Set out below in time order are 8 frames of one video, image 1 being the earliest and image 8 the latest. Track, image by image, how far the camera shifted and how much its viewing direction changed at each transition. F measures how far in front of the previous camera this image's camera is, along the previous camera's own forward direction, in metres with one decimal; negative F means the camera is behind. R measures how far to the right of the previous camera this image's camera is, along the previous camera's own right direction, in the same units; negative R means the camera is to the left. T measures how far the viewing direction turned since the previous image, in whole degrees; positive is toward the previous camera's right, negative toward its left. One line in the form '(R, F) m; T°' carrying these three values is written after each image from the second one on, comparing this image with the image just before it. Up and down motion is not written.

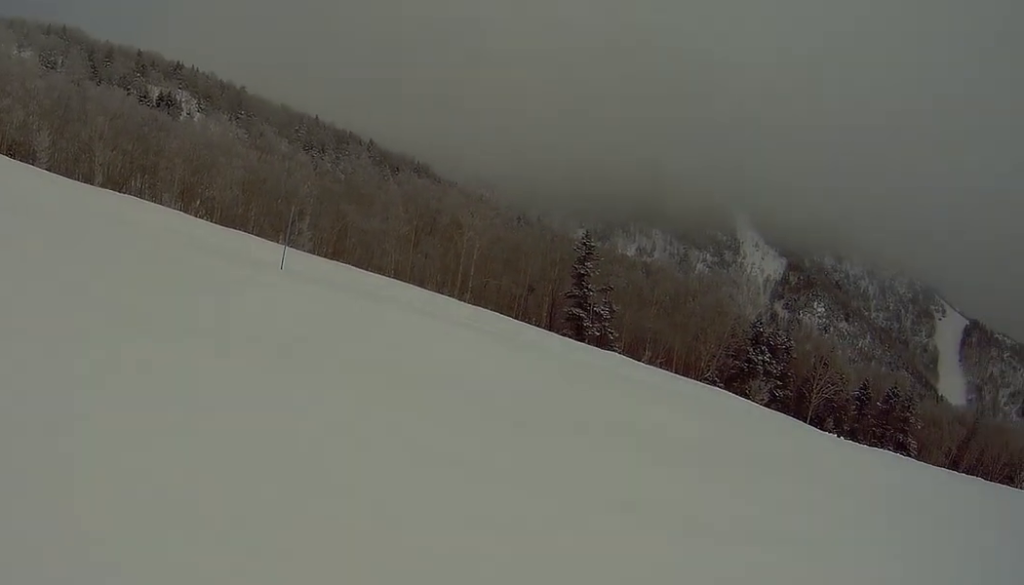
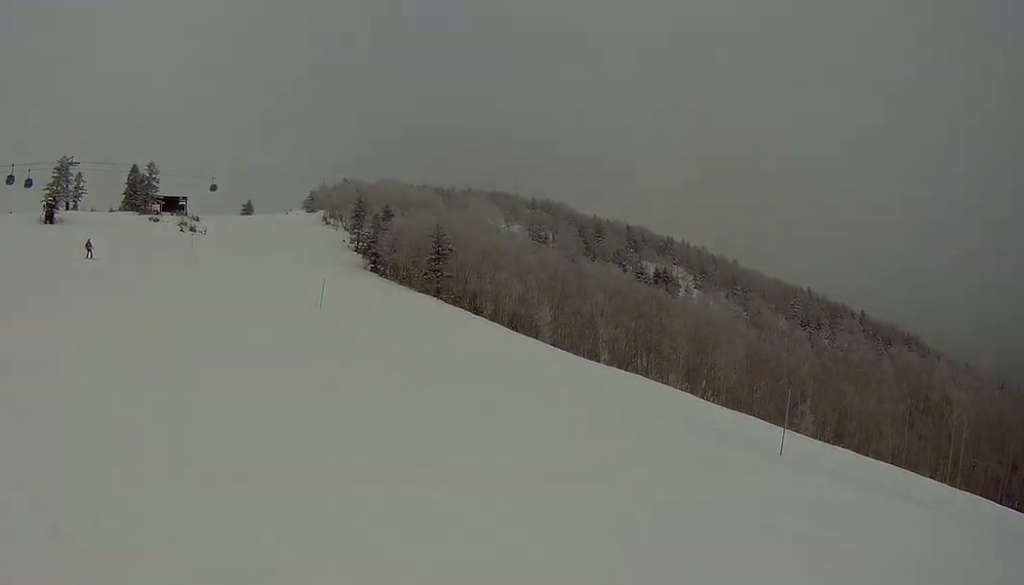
(-2.9, +5.9) m; -28°
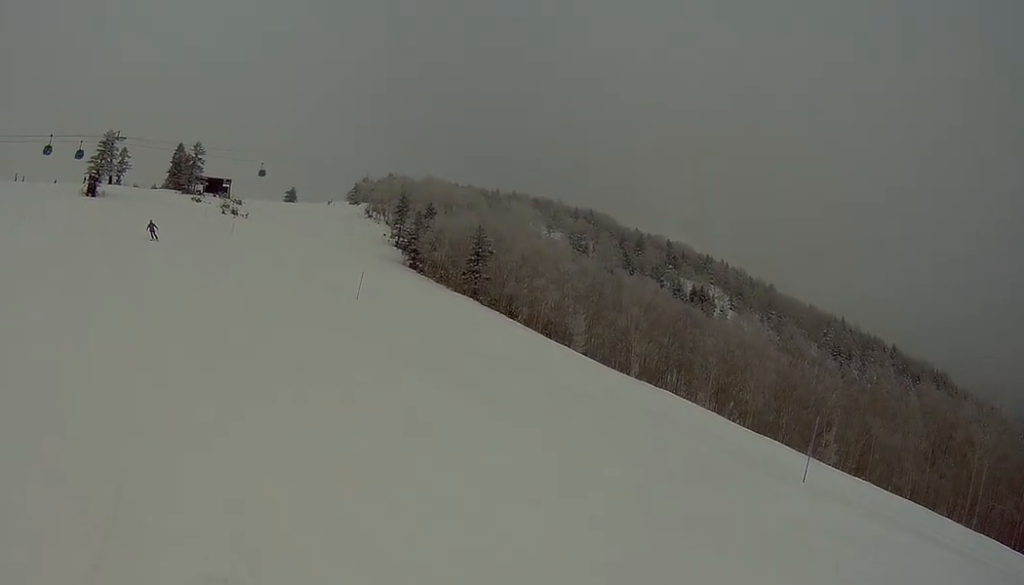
(+0.9, +2.1) m; -11°
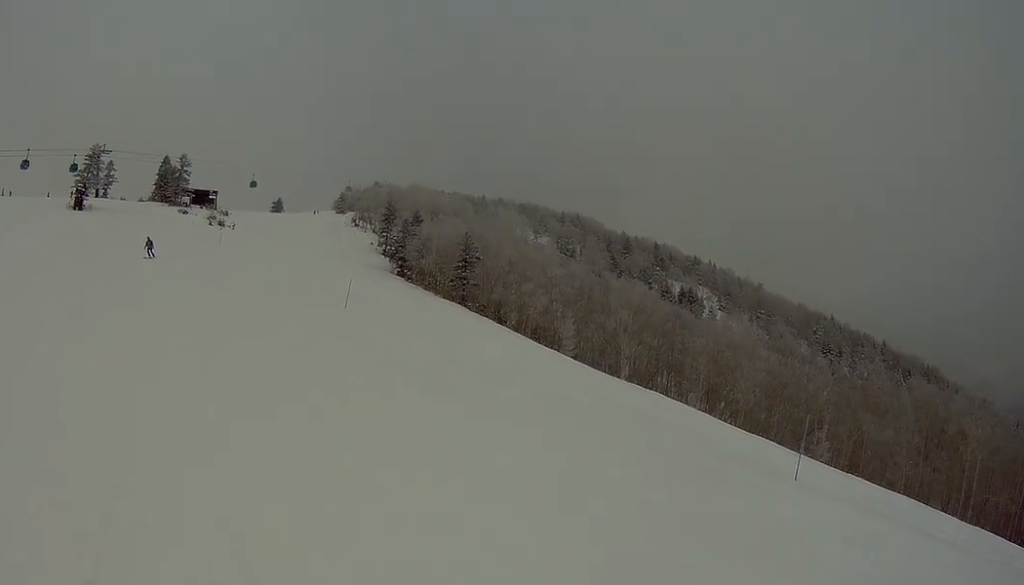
(-0.7, +2.7) m; -18°
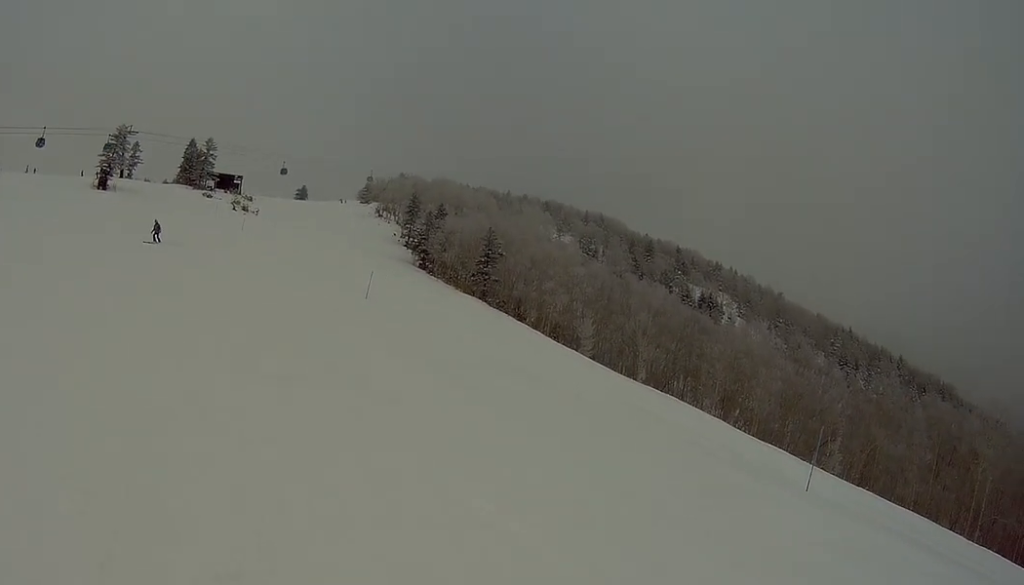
(-1.2, +3.7) m; -20°
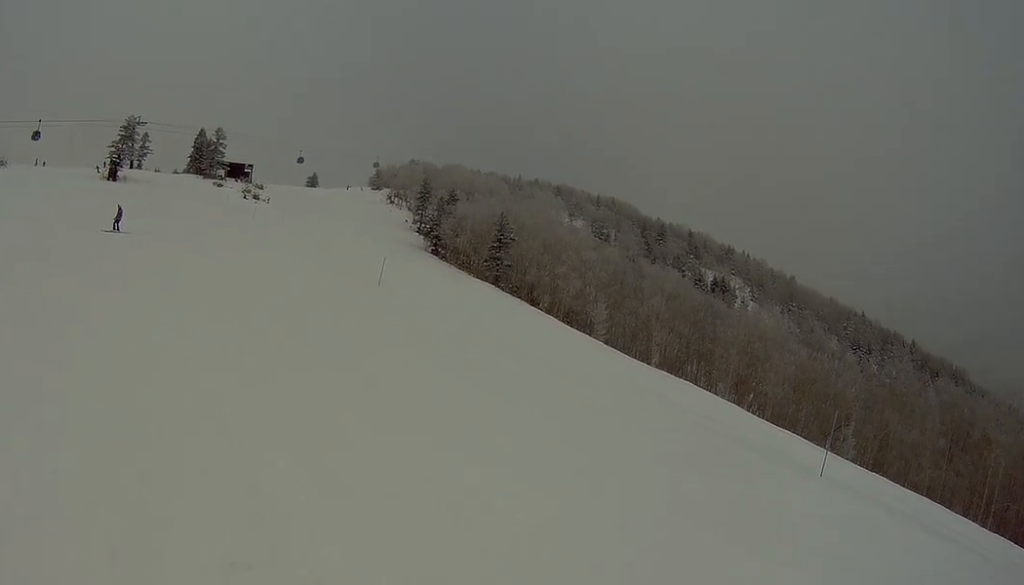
(0.0, +5.6) m; -9°
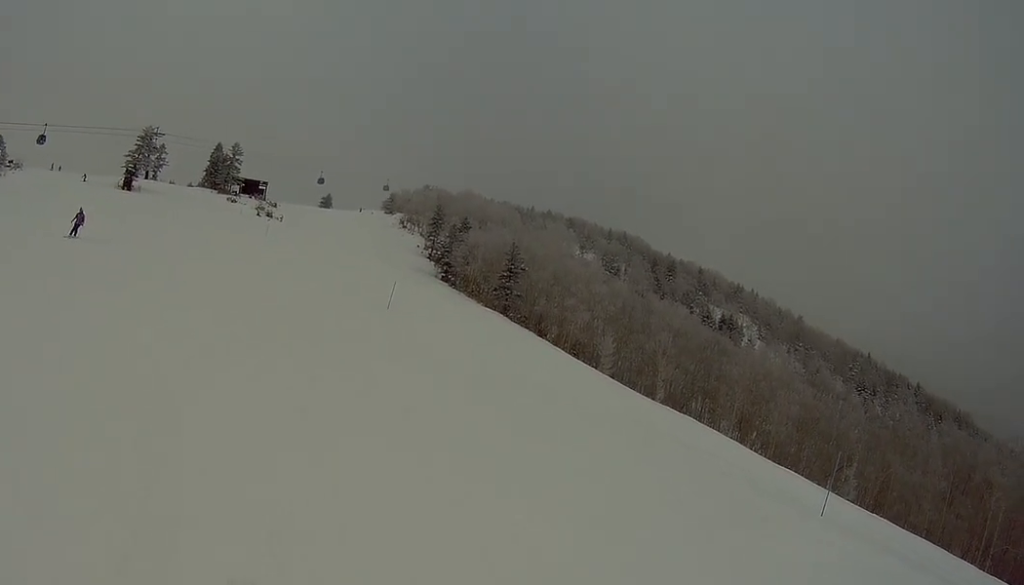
(-0.8, +5.1) m; -1°
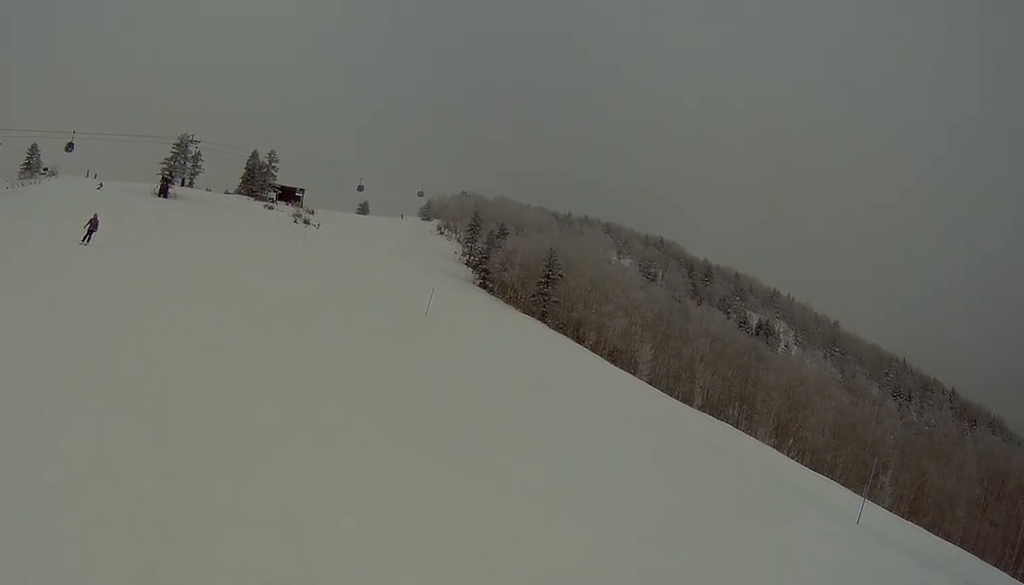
(+0.1, +2.6) m; +6°
